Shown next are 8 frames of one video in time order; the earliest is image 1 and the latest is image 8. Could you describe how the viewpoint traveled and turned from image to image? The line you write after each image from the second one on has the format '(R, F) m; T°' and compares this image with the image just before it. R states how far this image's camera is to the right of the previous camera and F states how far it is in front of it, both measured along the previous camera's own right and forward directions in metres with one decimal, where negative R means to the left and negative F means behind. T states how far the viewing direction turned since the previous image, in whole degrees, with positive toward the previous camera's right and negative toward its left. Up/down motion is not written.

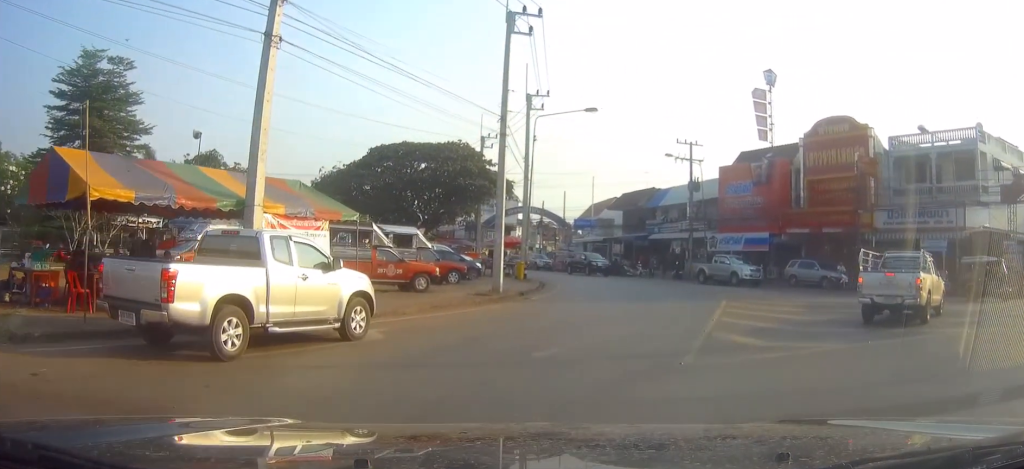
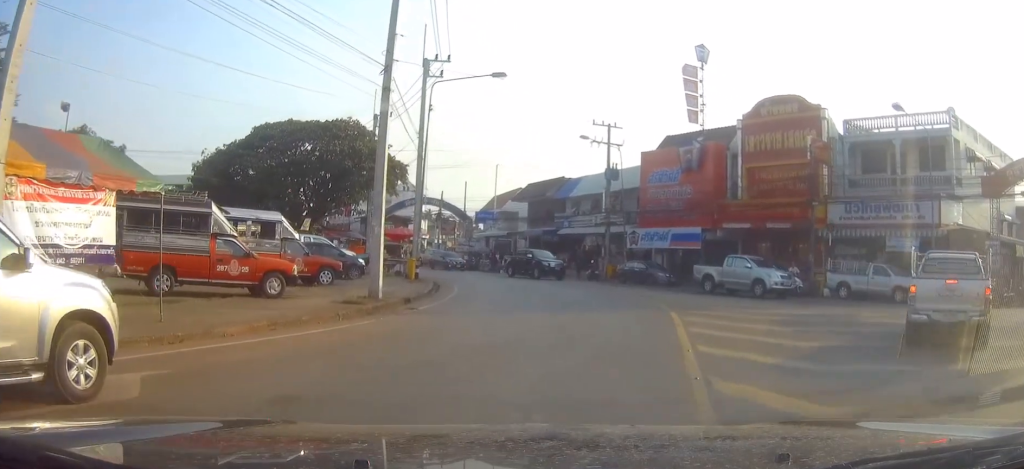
(+0.7, +5.7) m; +7°
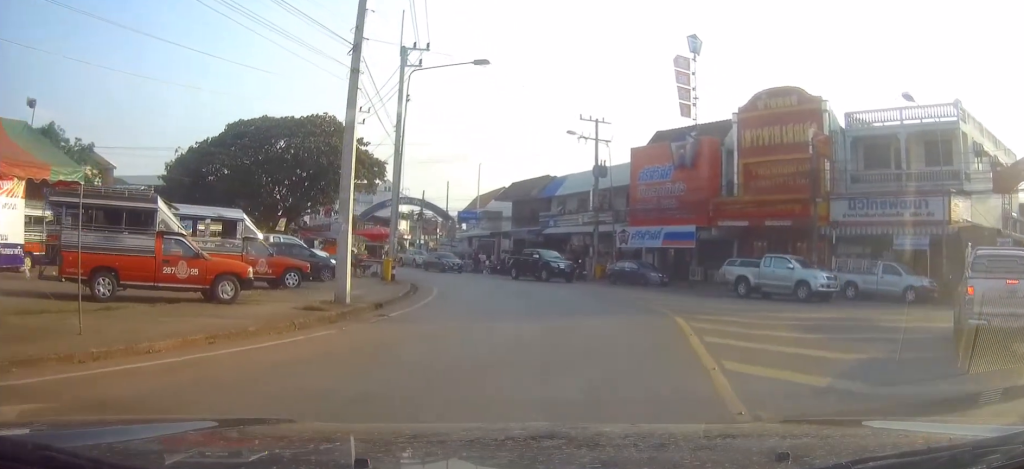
(0.0, +2.1) m; 0°
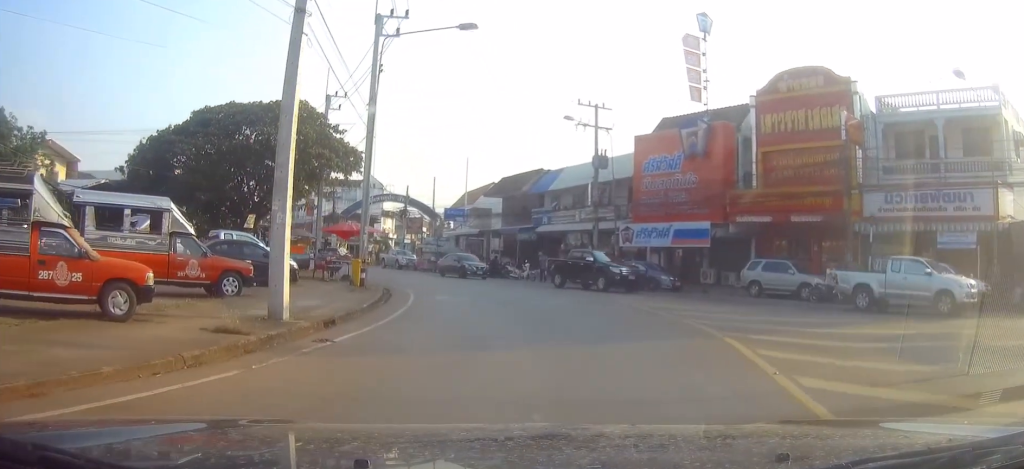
(0.0, +4.3) m; 0°
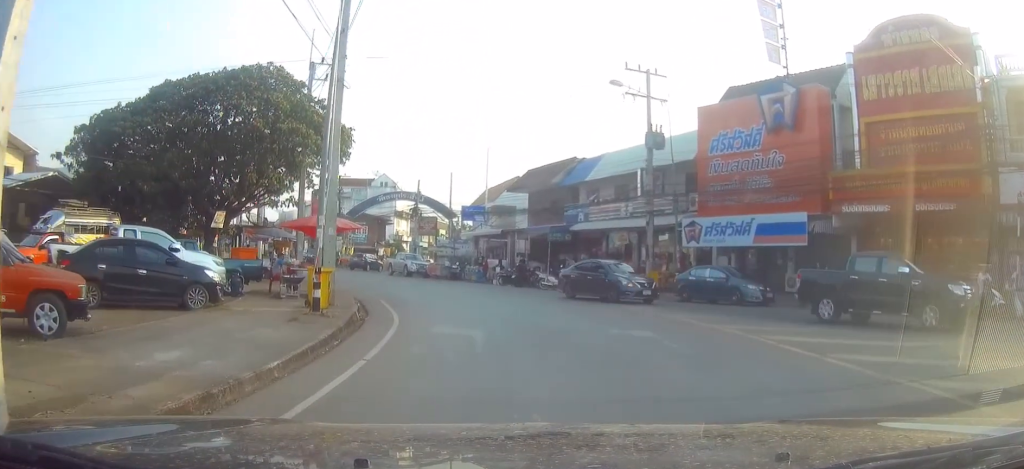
(-0.4, +8.9) m; -5°
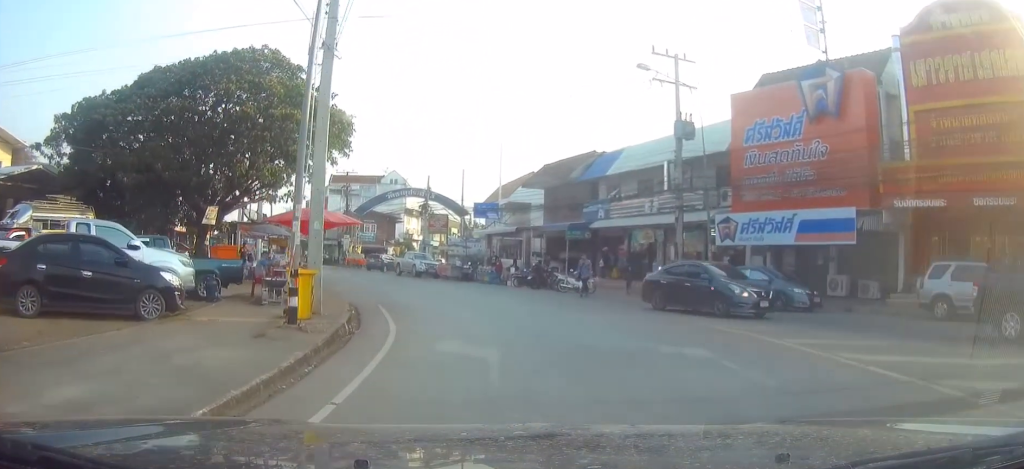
(0.0, +2.9) m; 0°
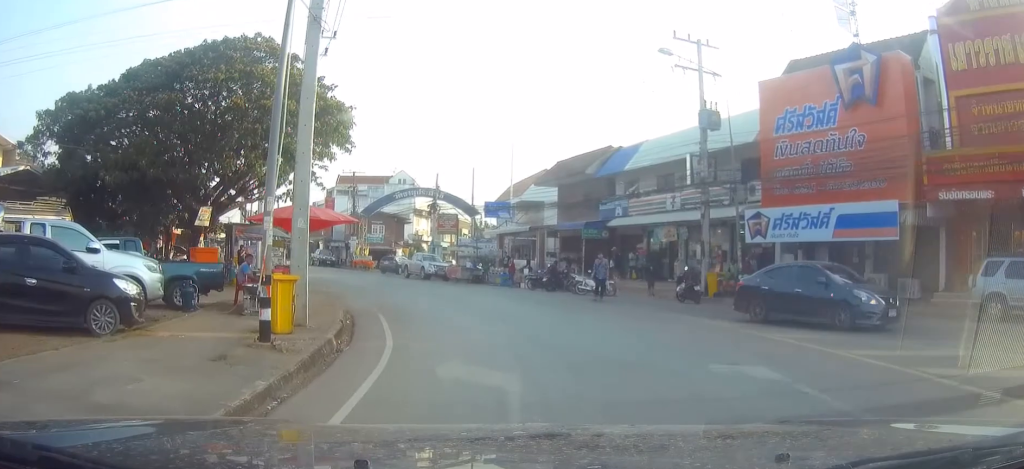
(0.0, +2.4) m; 0°
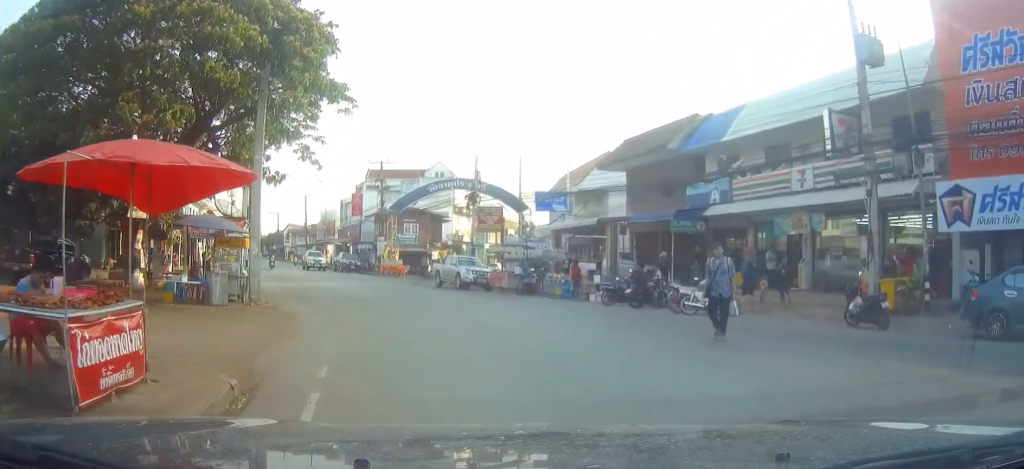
(-0.3, +10.3) m; -3°
